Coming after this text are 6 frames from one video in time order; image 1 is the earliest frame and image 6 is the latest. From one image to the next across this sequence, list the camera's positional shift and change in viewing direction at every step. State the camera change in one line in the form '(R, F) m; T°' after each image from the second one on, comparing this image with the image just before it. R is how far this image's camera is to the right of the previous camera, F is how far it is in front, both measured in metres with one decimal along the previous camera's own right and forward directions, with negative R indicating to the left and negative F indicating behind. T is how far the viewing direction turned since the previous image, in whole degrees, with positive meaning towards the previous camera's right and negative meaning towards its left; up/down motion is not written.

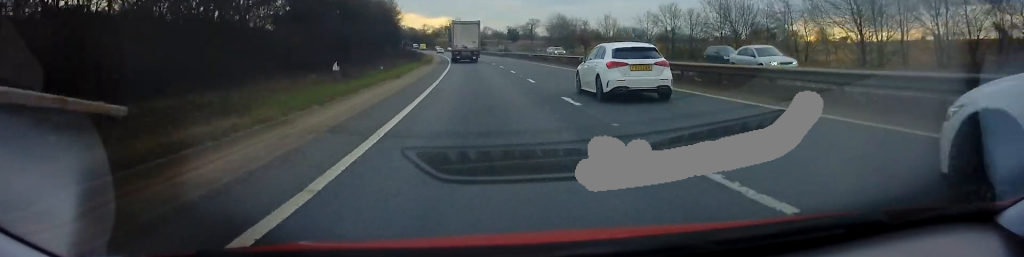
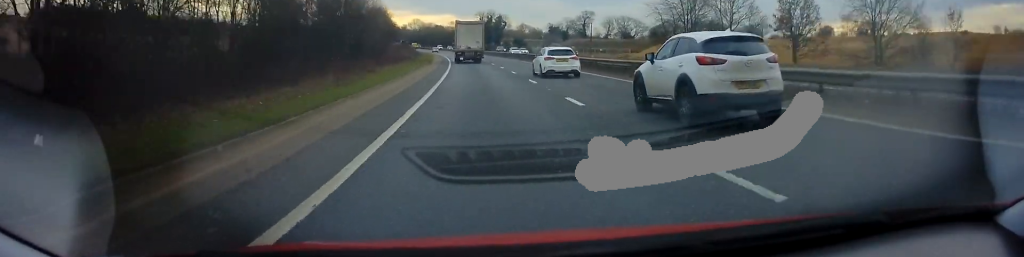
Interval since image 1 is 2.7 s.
(-3.0, +64.8) m; -3°
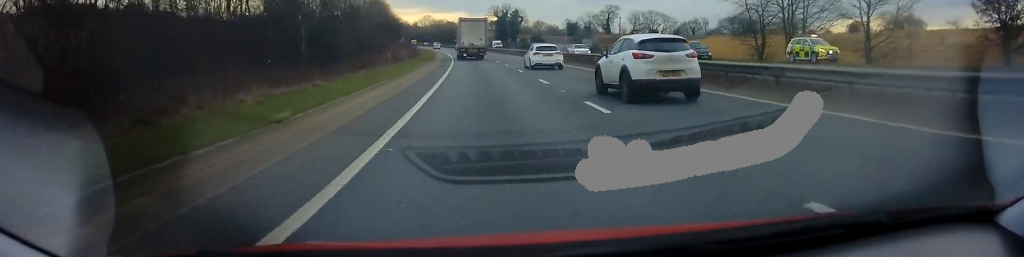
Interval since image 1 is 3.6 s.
(0.0, +20.1) m; -2°
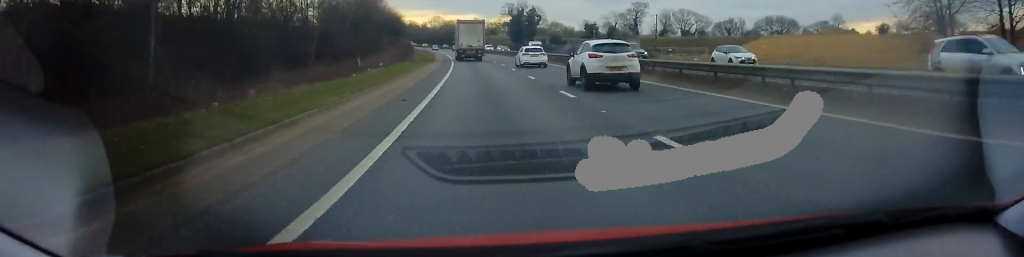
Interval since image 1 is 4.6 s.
(-0.8, +23.7) m; -2°
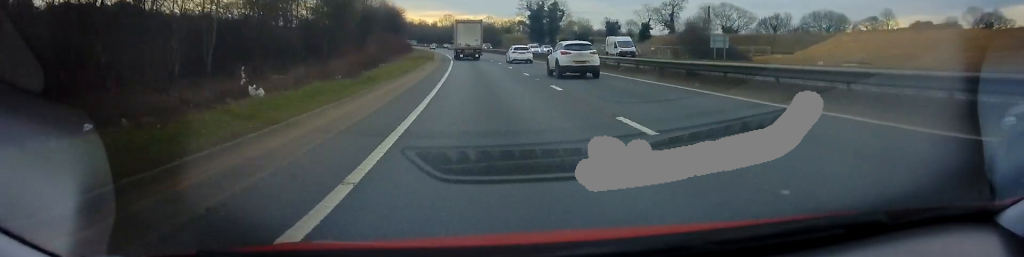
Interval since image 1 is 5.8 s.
(+0.1, +26.9) m; 0°
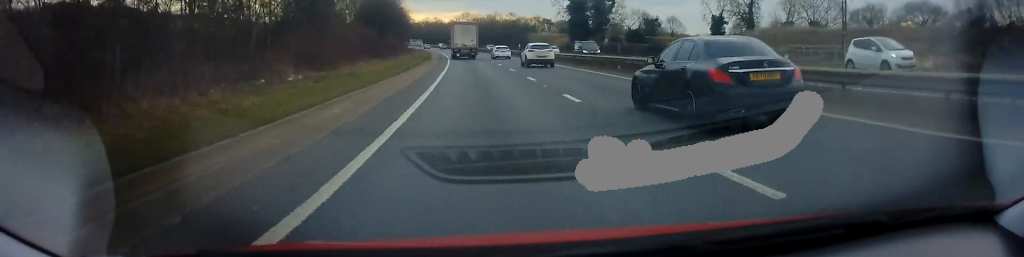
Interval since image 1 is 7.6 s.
(-0.7, +40.8) m; -1°
